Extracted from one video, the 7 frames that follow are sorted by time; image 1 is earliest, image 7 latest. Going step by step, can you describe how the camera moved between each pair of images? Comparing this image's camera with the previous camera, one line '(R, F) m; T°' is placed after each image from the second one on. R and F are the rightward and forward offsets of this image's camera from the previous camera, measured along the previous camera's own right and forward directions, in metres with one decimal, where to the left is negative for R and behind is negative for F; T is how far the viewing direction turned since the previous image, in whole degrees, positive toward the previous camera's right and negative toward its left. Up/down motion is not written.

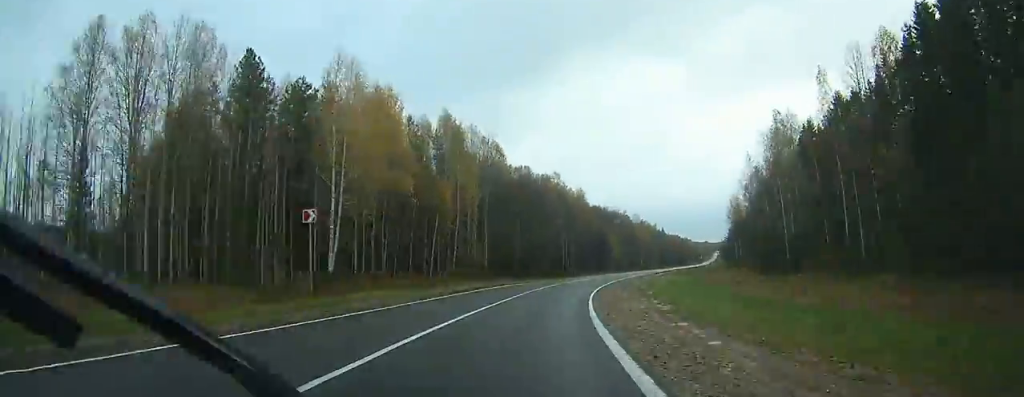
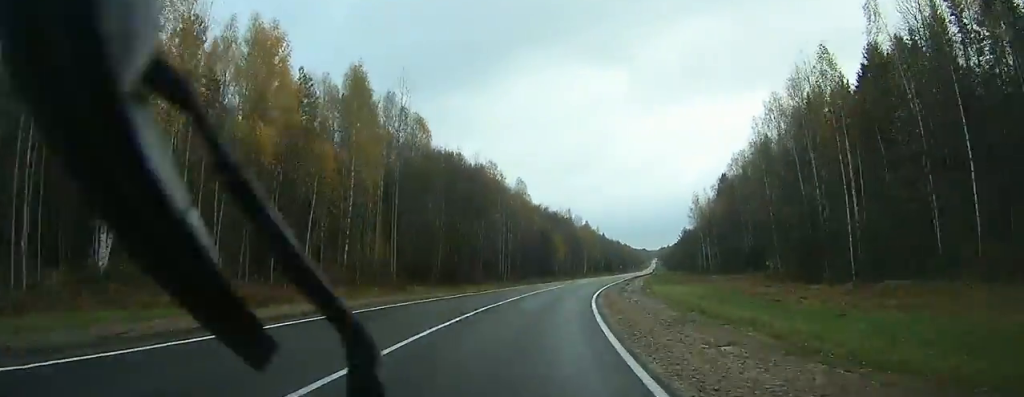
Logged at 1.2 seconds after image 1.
(+2.1, +23.3) m; +7°
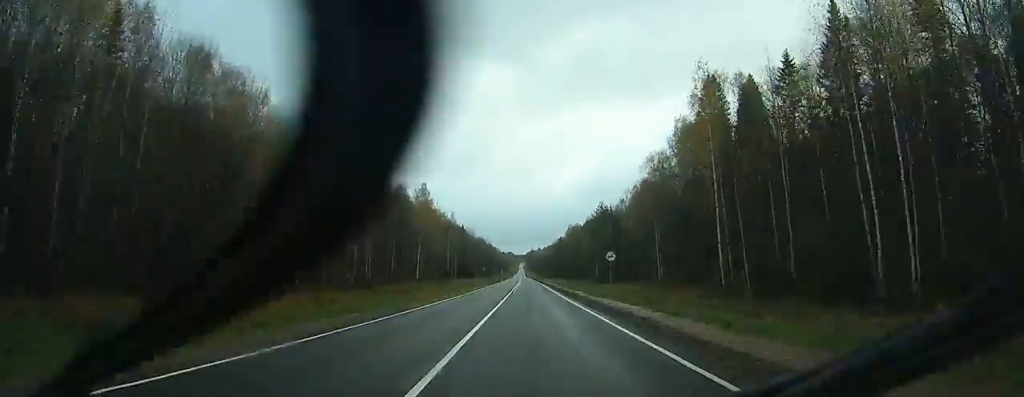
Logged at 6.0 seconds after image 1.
(+19.5, +98.4) m; +15°
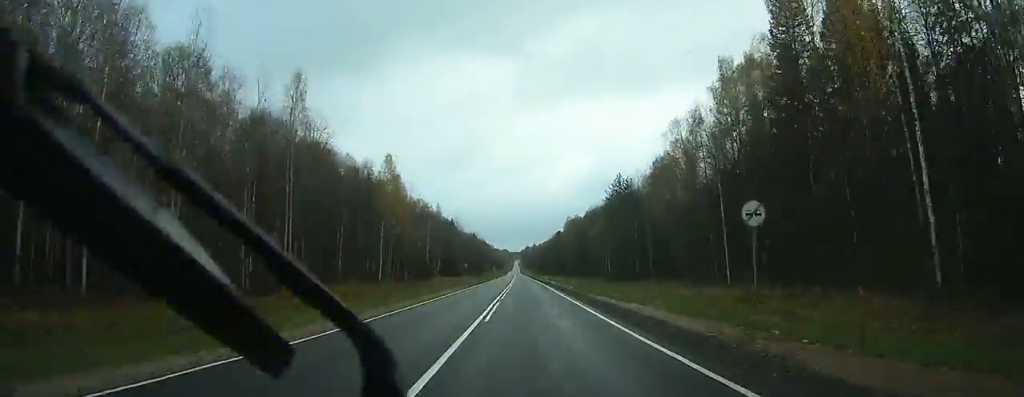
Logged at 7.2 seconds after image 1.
(+0.1, +28.1) m; 0°
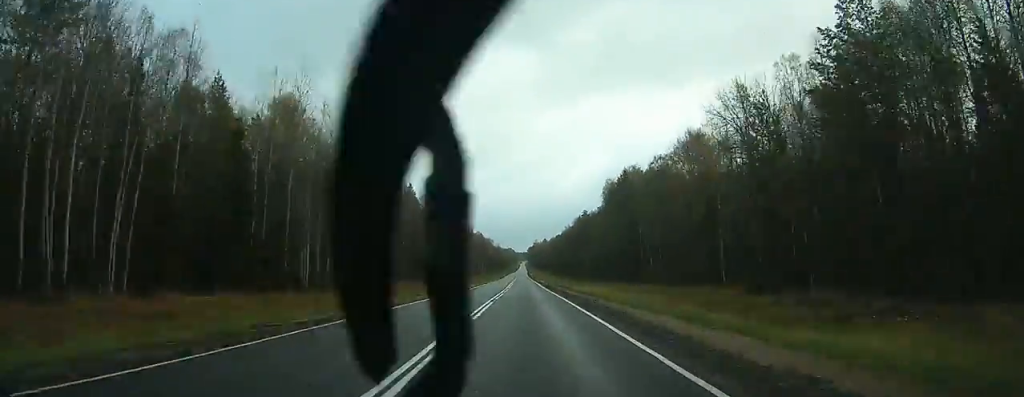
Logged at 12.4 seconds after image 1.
(-0.1, +131.3) m; 0°
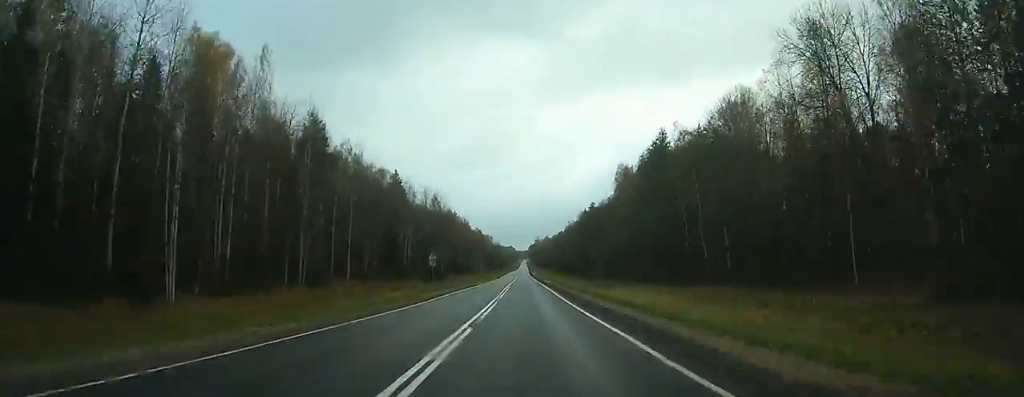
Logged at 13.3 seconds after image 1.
(0.0, +23.2) m; 0°
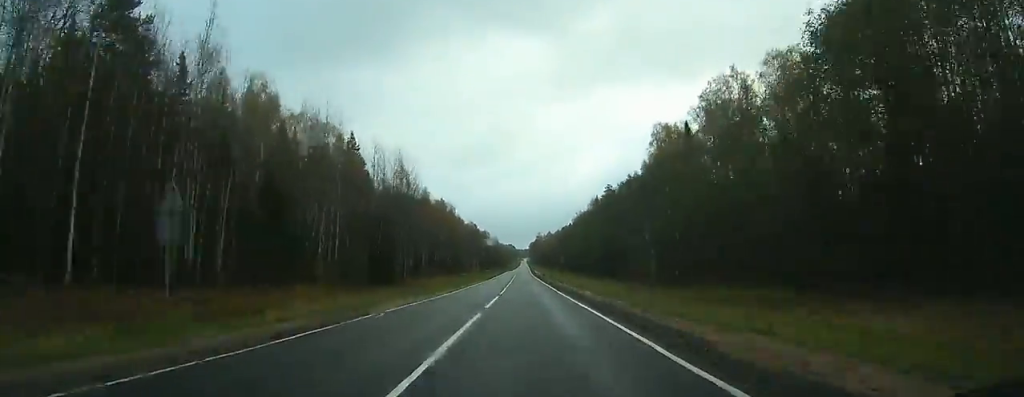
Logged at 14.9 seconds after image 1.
(-0.1, +44.8) m; 0°
